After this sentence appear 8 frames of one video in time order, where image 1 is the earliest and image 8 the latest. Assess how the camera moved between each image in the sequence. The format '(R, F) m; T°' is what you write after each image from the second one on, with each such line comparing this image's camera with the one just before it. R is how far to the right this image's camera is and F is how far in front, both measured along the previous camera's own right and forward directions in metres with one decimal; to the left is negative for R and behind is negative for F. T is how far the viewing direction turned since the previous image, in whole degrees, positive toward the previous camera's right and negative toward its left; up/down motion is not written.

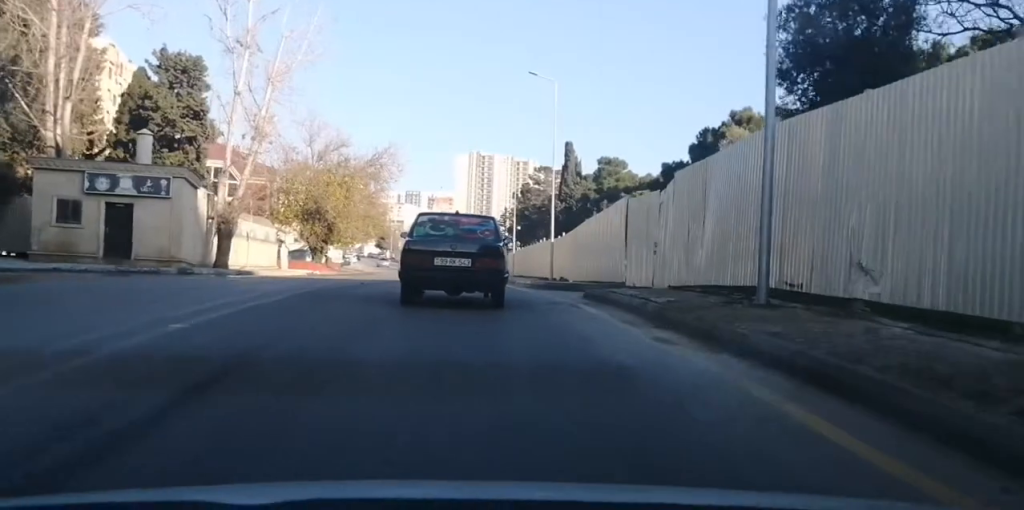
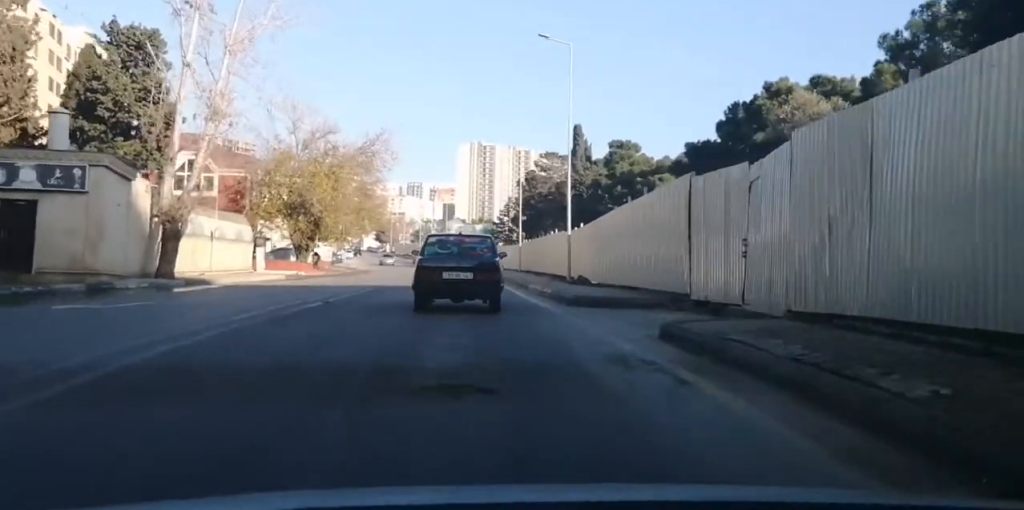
(0.0, +7.0) m; -5°
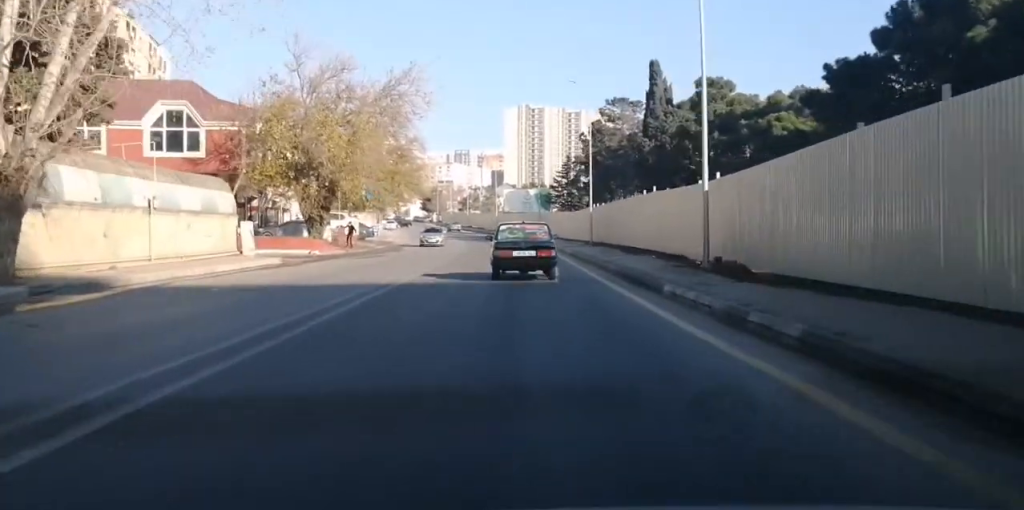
(-1.0, +15.0) m; +3°
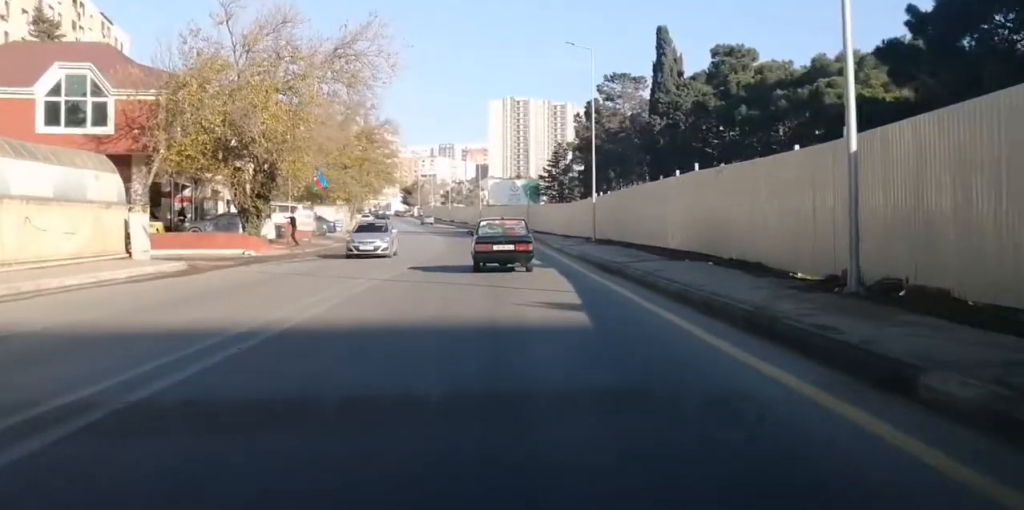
(+1.3, +9.1) m; +4°
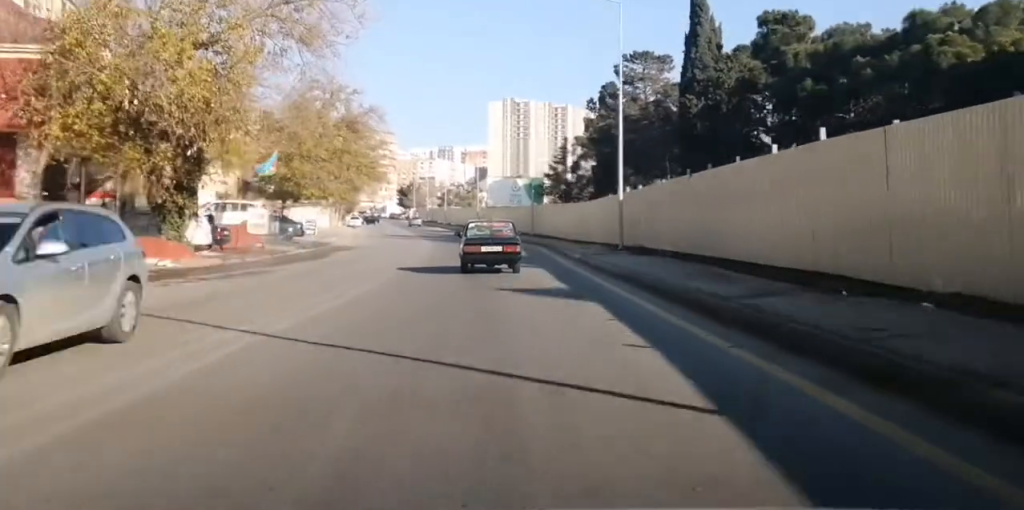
(-0.7, +11.4) m; -4°
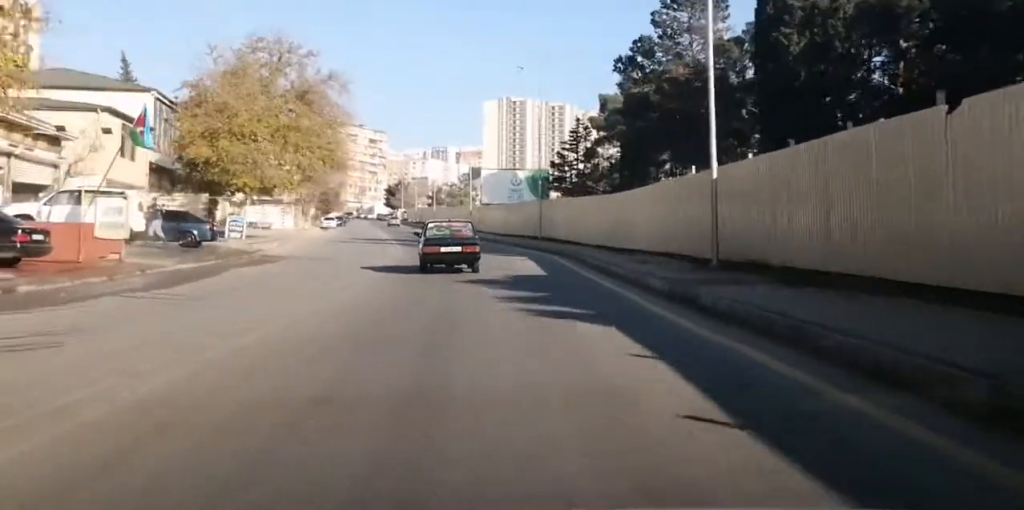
(-0.1, +19.0) m; -1°
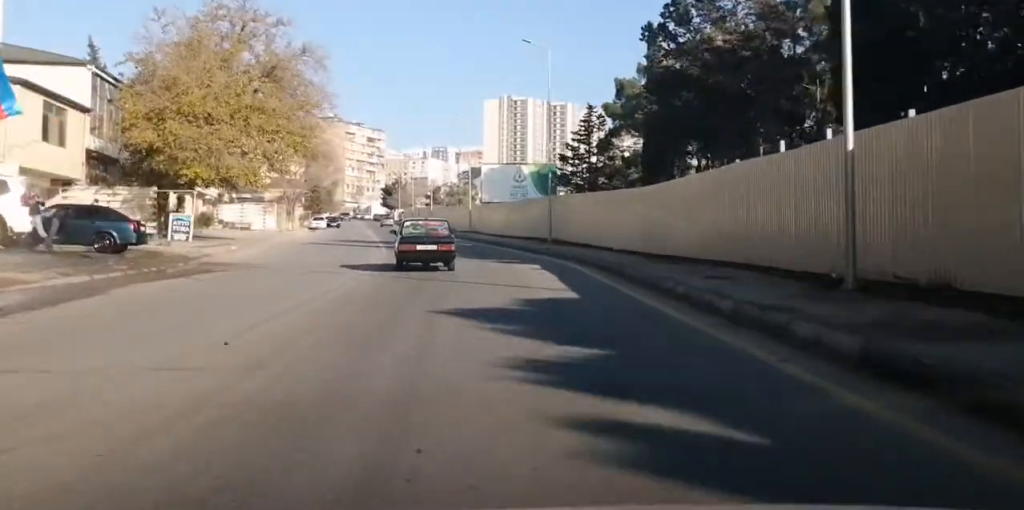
(0.0, +9.7) m; -2°
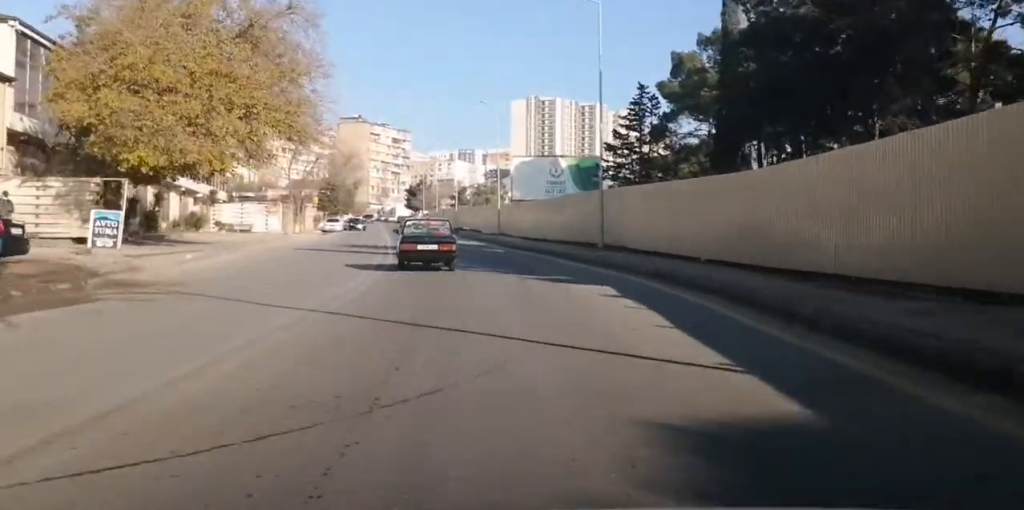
(-0.3, +11.9) m; -5°
